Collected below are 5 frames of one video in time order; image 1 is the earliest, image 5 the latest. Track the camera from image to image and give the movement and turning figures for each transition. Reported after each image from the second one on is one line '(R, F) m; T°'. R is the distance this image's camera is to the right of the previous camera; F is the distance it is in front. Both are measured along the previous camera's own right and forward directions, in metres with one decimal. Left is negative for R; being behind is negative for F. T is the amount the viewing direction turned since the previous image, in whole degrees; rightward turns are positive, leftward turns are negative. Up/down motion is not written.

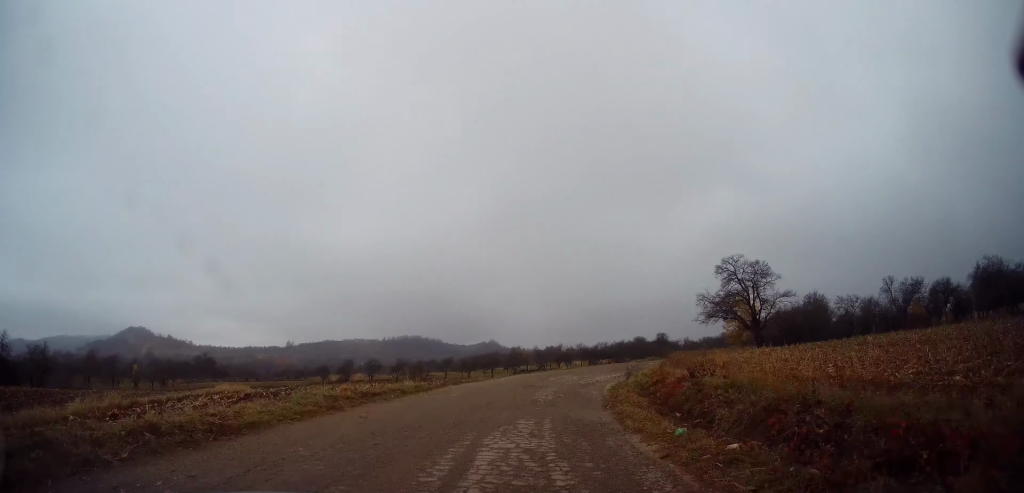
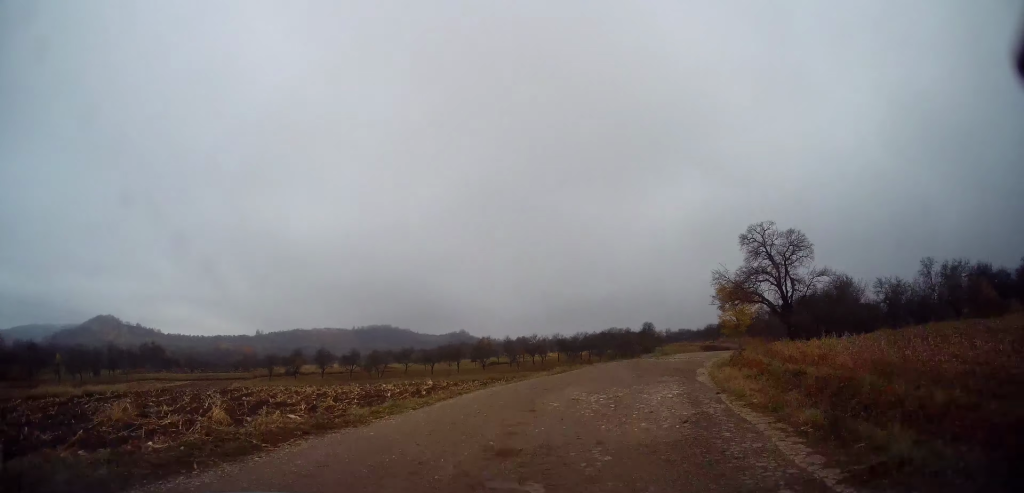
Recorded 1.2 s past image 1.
(+0.9, +13.0) m; +5°
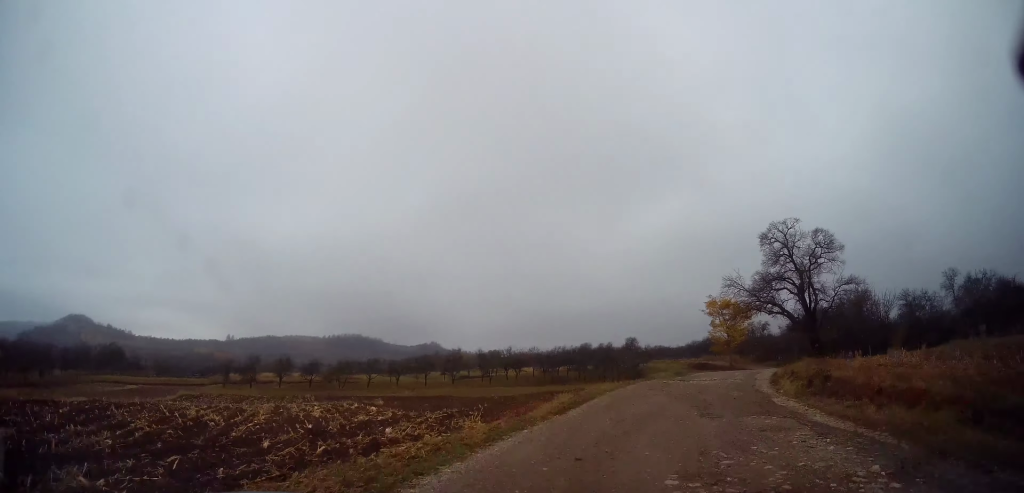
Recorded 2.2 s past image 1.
(0.0, +9.1) m; +6°
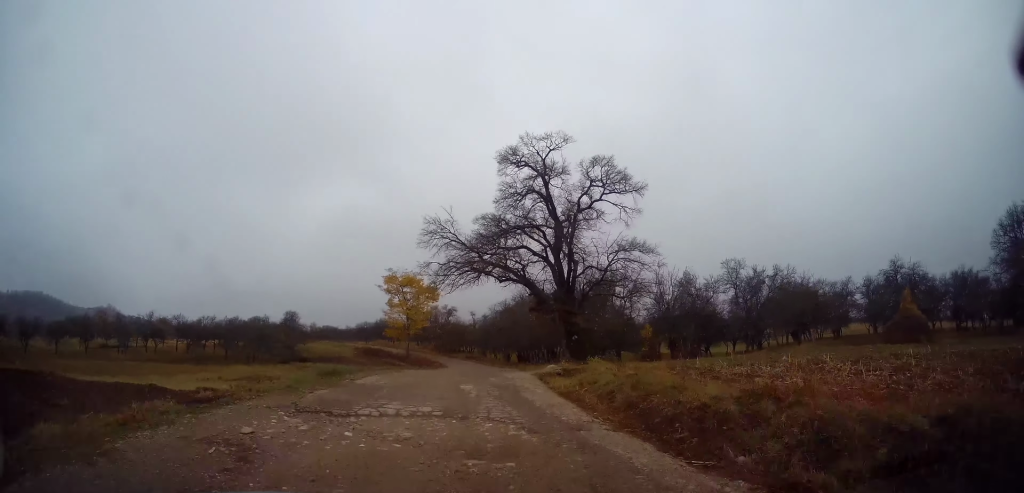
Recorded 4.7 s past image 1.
(+5.0, +17.6) m; +28°
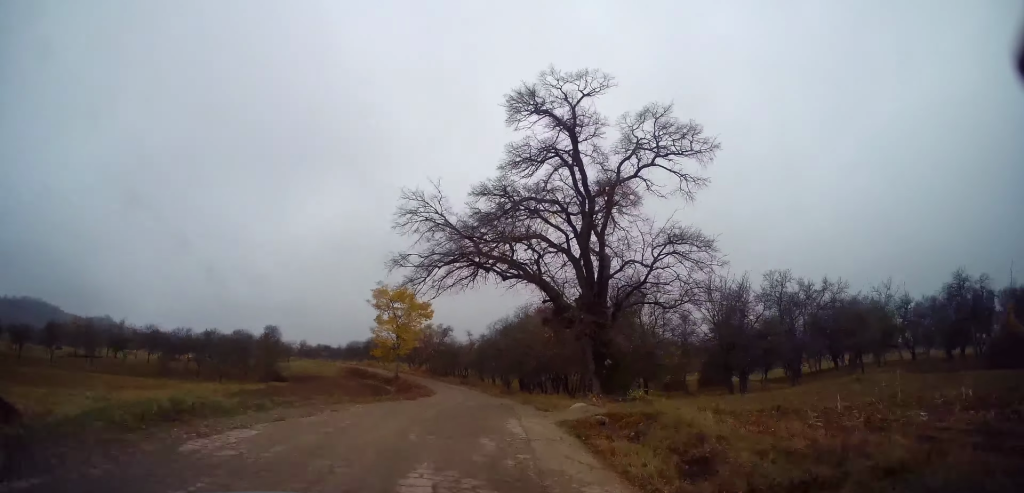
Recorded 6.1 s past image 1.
(+0.6, +8.3) m; +3°
